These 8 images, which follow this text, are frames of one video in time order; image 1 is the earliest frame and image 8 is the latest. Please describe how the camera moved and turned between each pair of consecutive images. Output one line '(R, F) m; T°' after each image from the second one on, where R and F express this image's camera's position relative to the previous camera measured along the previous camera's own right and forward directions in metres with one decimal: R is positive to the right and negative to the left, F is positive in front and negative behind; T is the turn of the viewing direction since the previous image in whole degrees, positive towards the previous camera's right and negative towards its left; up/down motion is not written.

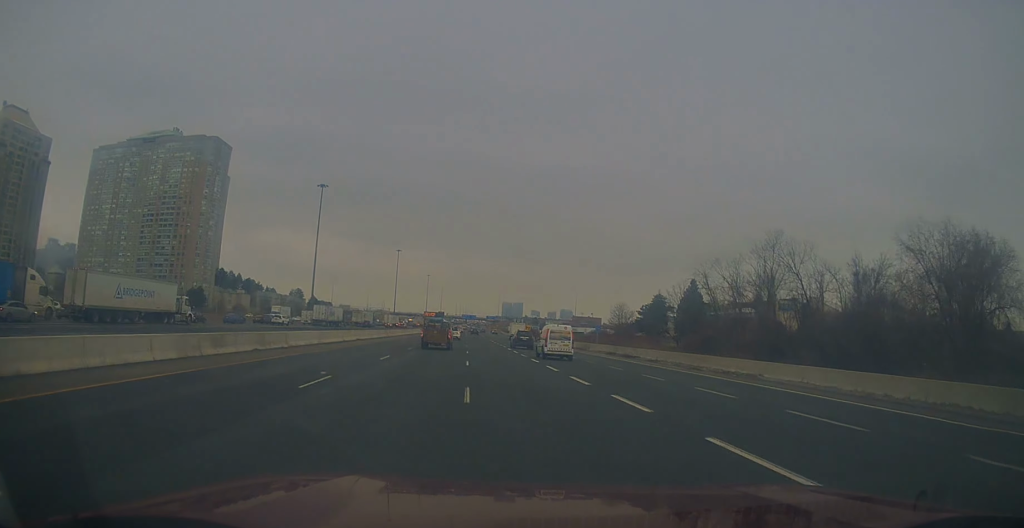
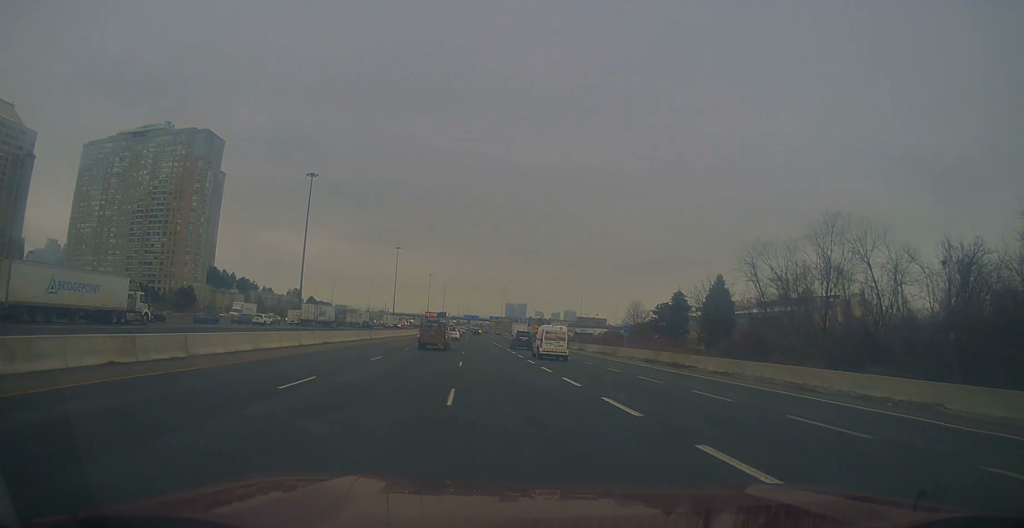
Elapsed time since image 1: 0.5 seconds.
(0.0, +12.6) m; 0°
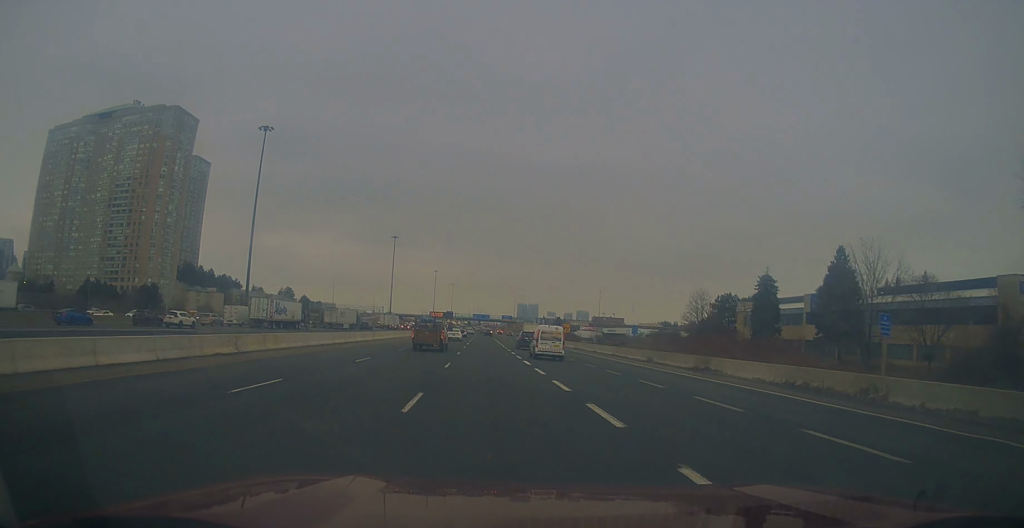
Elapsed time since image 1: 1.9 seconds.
(0.0, +37.8) m; 0°
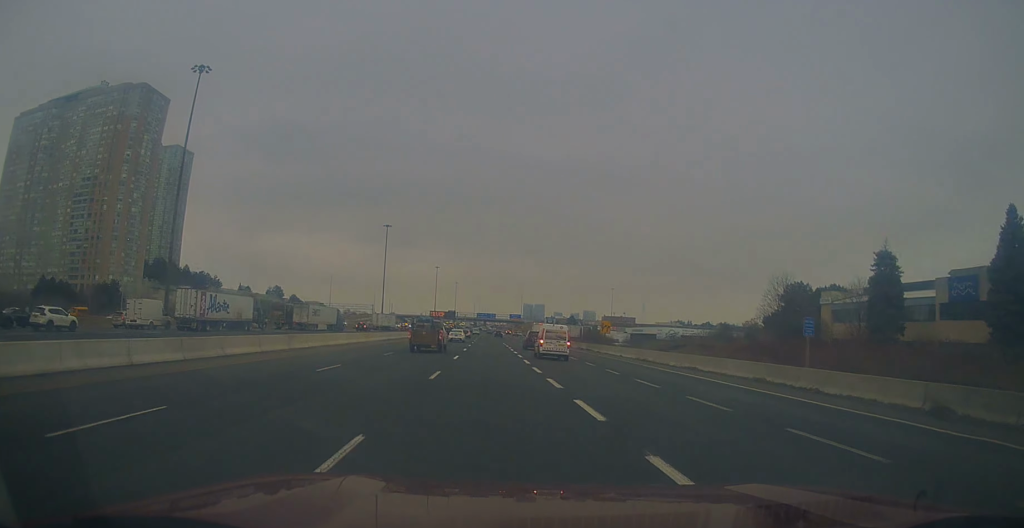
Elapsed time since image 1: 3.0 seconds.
(+0.2, +29.7) m; -1°
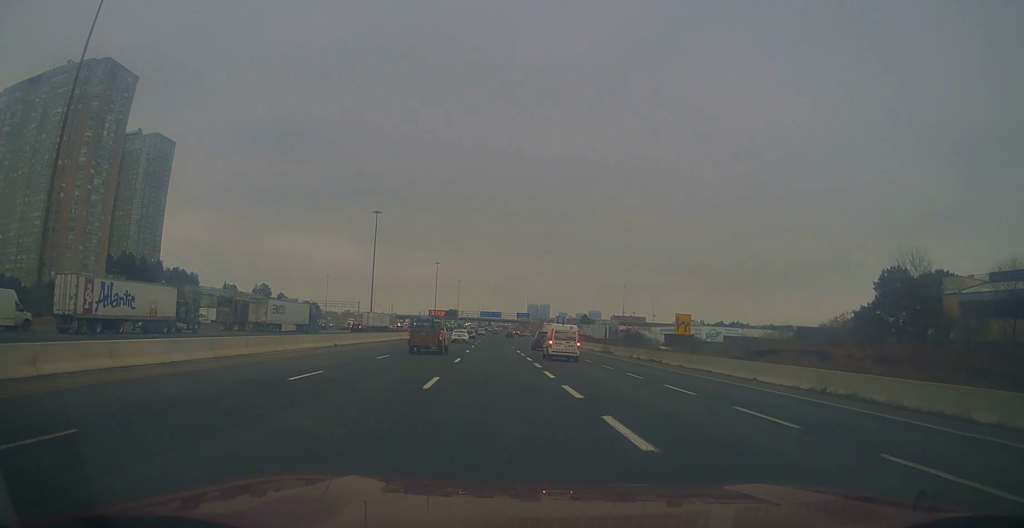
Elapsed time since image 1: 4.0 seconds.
(-0.6, +27.0) m; -1°
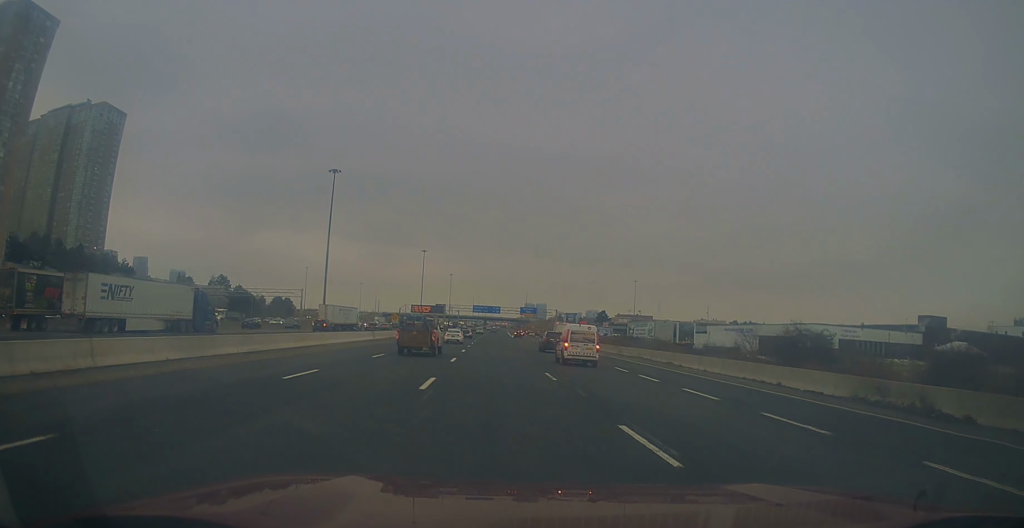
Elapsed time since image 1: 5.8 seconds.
(+0.9, +48.6) m; +2°
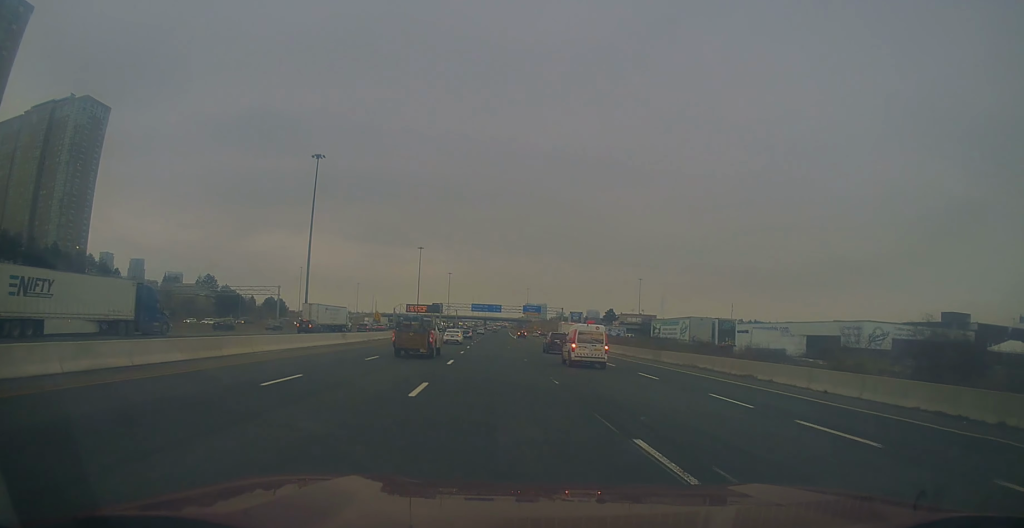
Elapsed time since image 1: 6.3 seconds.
(+0.4, +13.5) m; 0°
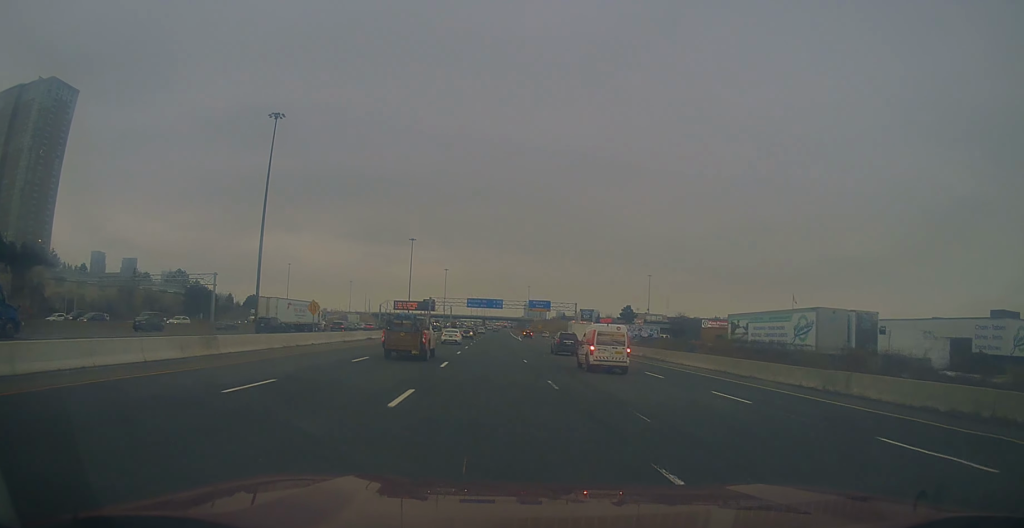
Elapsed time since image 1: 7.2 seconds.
(-1.0, +26.3) m; 0°
